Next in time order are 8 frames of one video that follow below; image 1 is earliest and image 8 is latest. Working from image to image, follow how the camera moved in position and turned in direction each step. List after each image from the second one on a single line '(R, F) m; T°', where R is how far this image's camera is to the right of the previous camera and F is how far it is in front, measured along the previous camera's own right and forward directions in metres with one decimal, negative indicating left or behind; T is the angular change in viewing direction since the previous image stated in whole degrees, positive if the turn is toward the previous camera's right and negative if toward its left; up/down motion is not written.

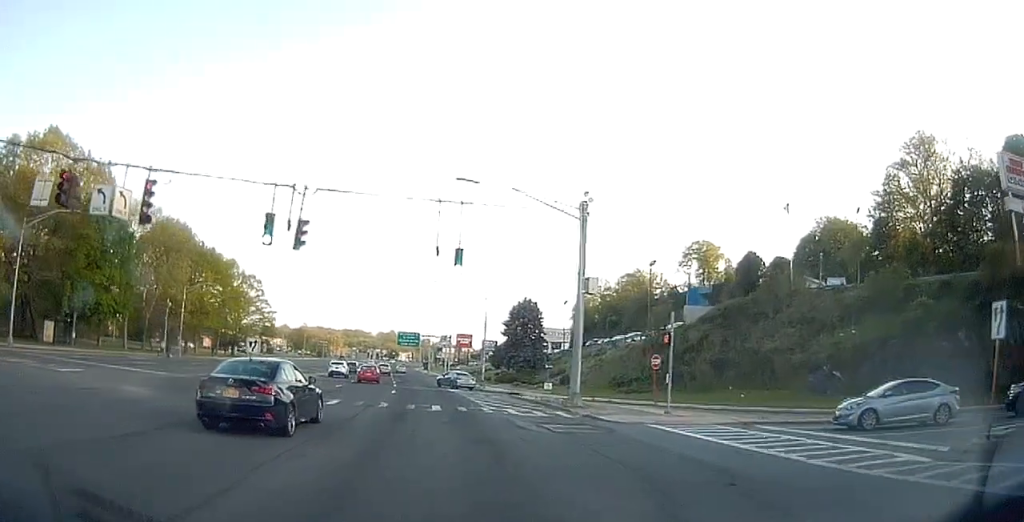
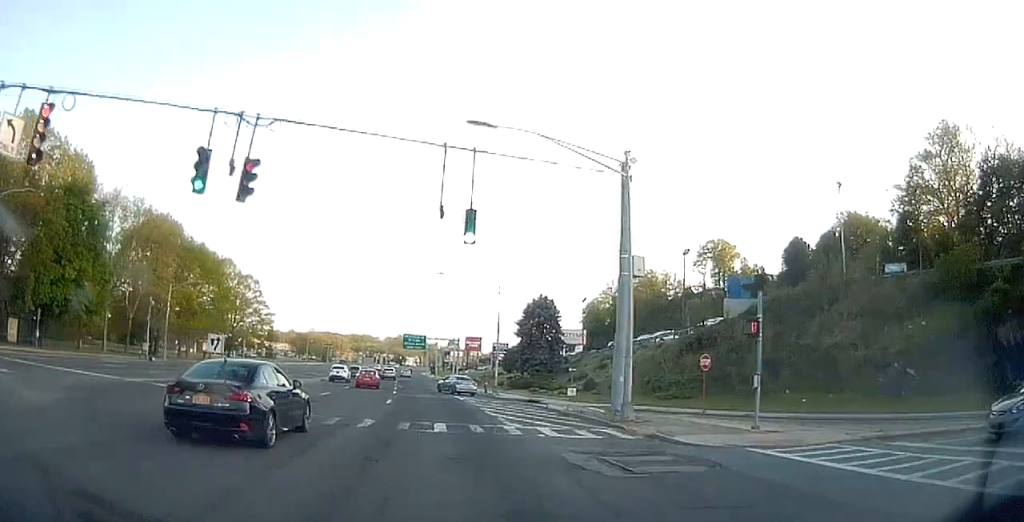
(0.0, +6.2) m; 0°
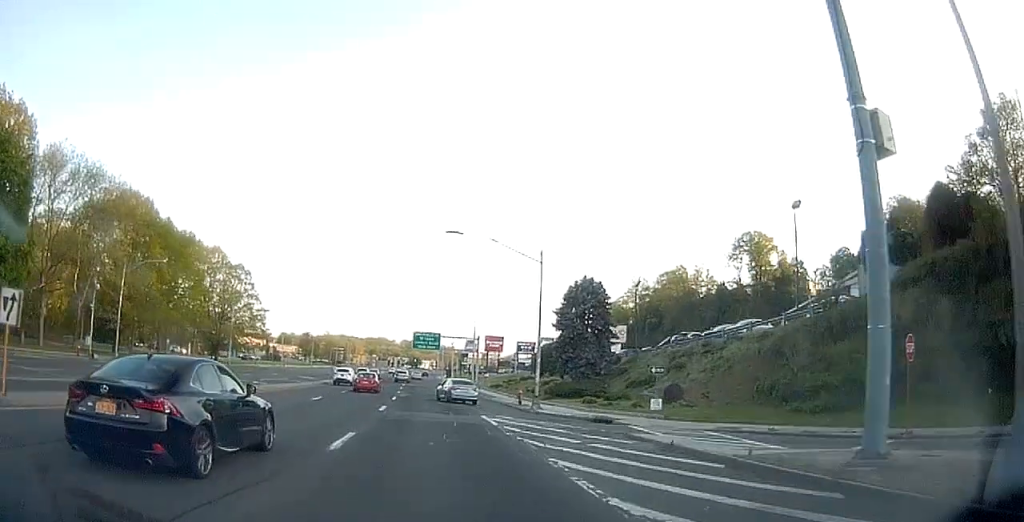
(-0.1, +14.1) m; -1°
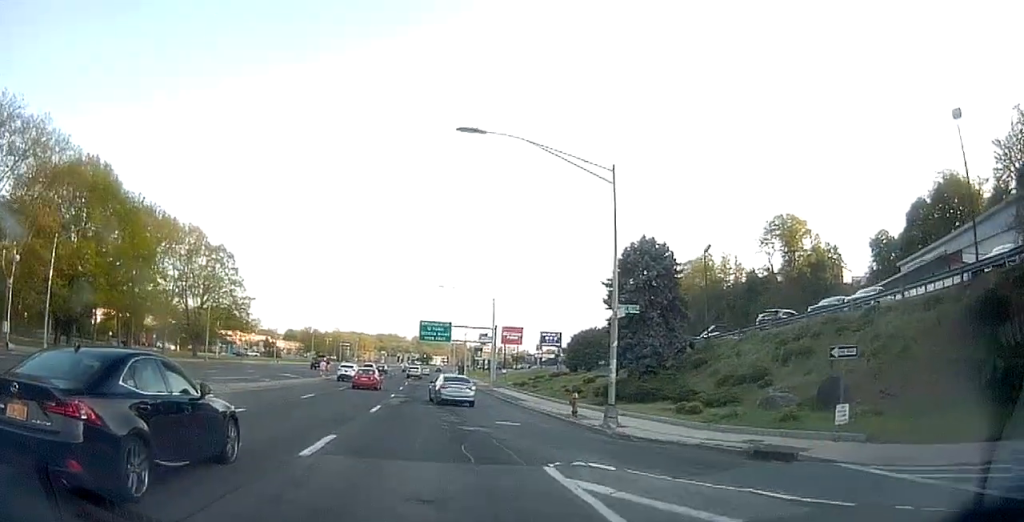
(-0.1, +13.1) m; -1°
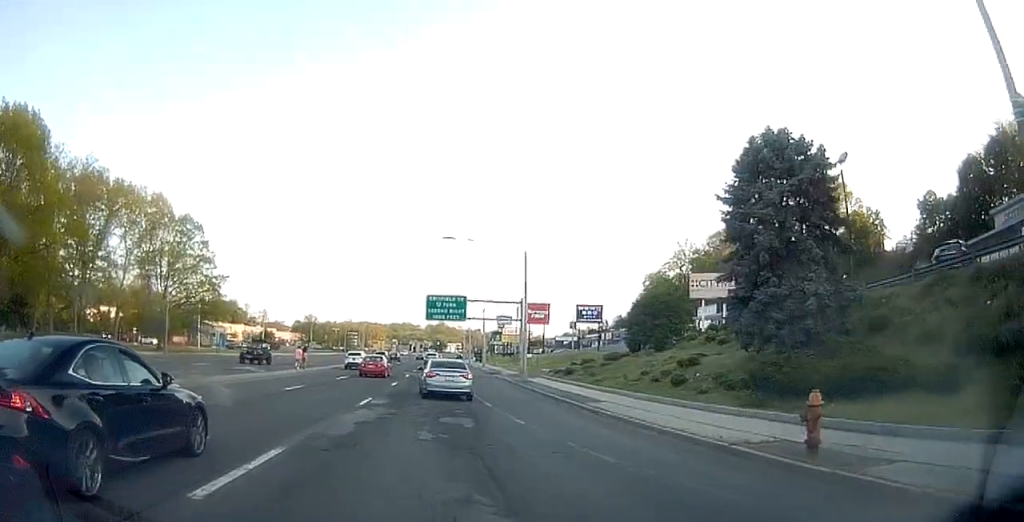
(-0.2, +15.0) m; -2°
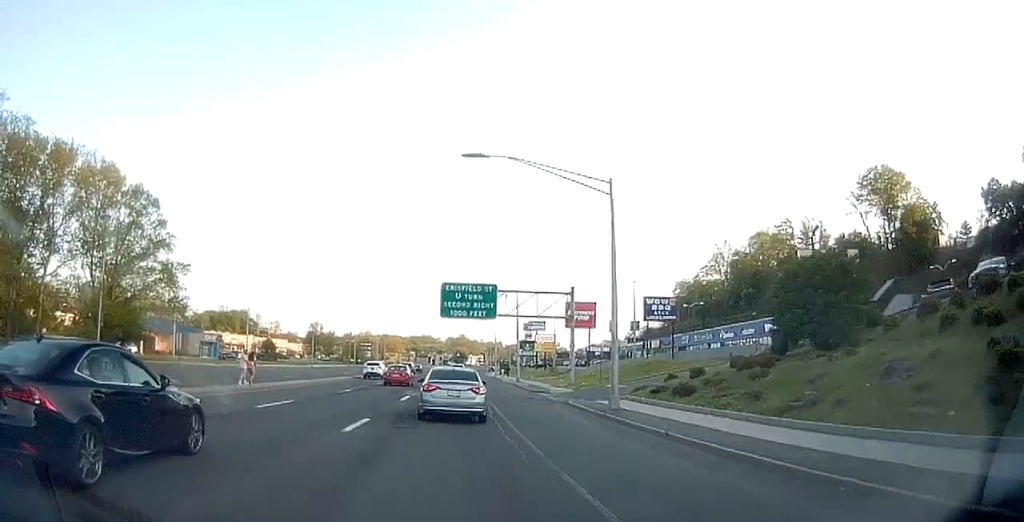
(-0.3, +16.5) m; -1°
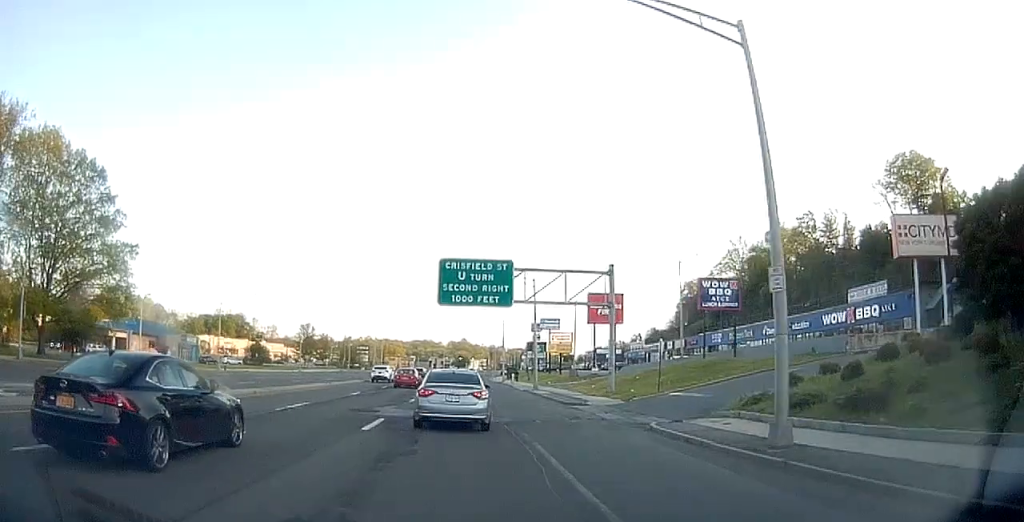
(+0.1, +11.1) m; +1°
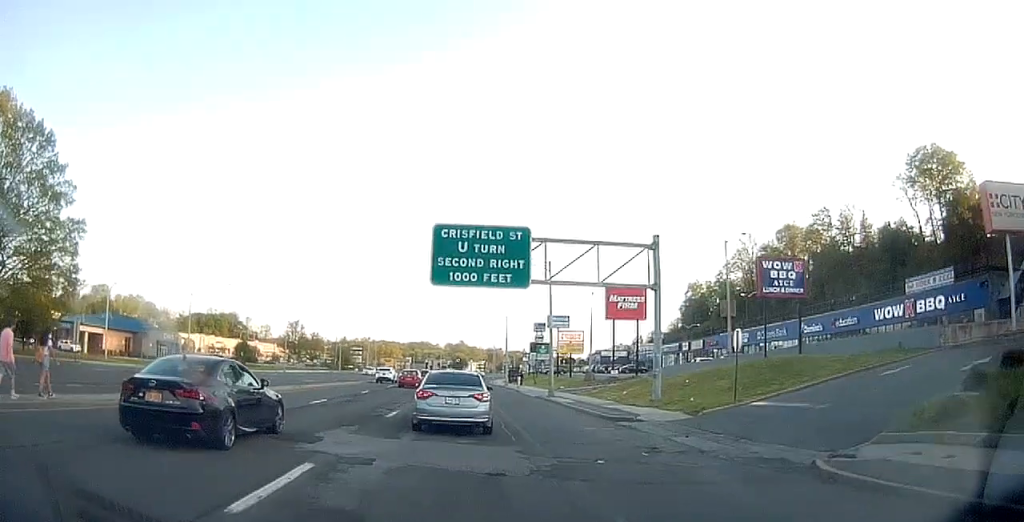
(0.0, +8.3) m; 0°
